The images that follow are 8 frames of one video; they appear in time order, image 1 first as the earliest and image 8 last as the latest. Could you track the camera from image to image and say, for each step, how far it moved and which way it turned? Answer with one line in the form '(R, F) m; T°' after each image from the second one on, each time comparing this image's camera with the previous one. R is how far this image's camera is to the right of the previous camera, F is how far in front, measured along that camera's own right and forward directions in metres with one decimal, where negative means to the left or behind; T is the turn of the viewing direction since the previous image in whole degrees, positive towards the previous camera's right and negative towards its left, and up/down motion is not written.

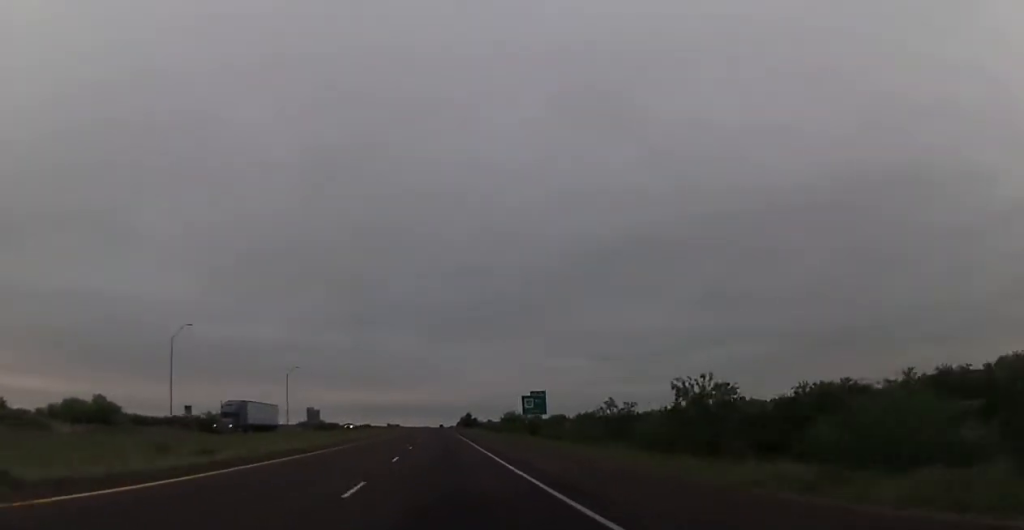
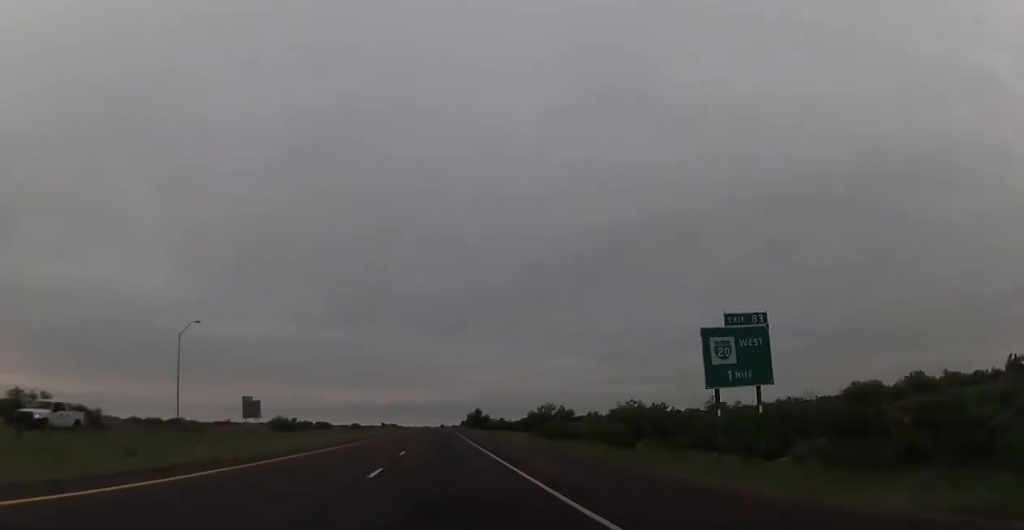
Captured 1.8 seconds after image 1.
(-0.6, +68.2) m; -1°
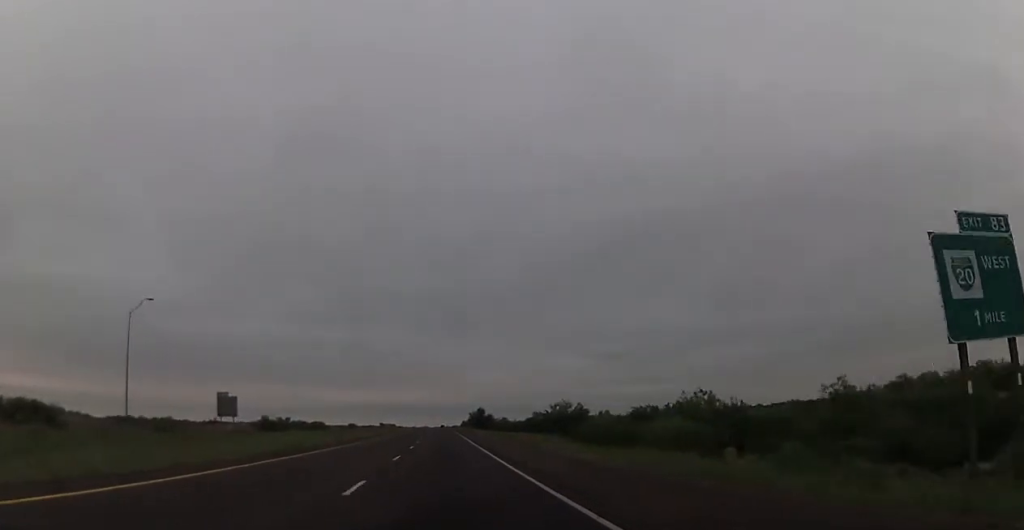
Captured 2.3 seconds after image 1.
(0.0, +16.1) m; 0°
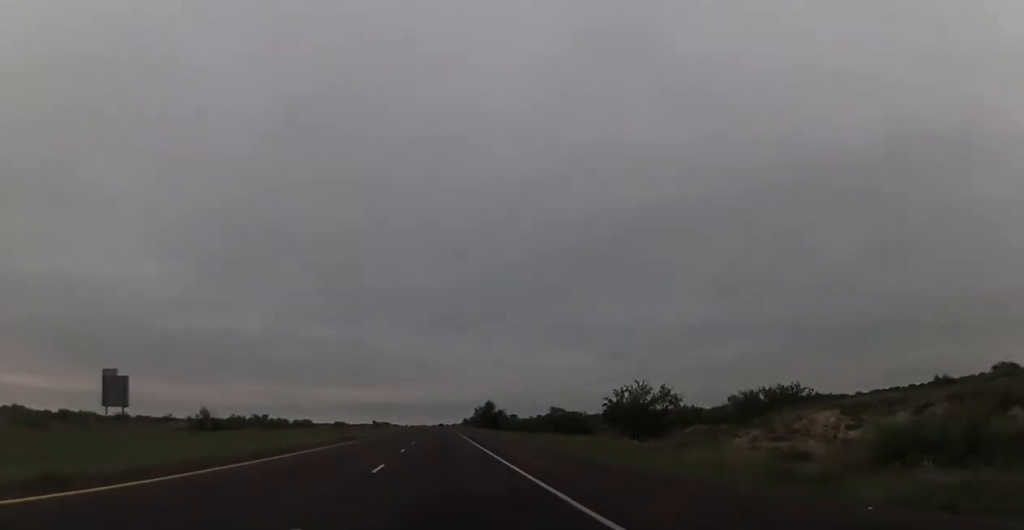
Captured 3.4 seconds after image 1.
(+0.4, +43.4) m; +1°
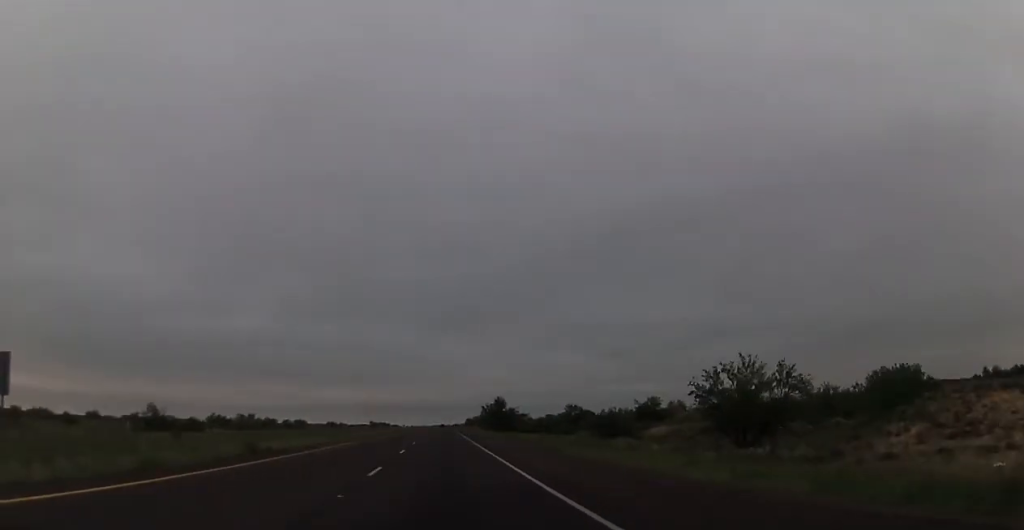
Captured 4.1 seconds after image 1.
(+0.4, +24.8) m; 0°
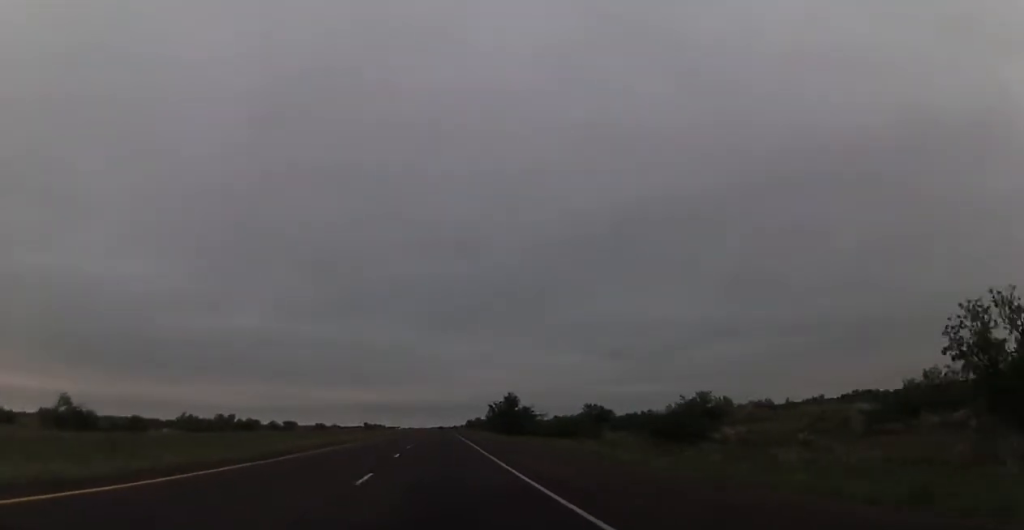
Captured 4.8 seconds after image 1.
(-0.5, +26.1) m; 0°
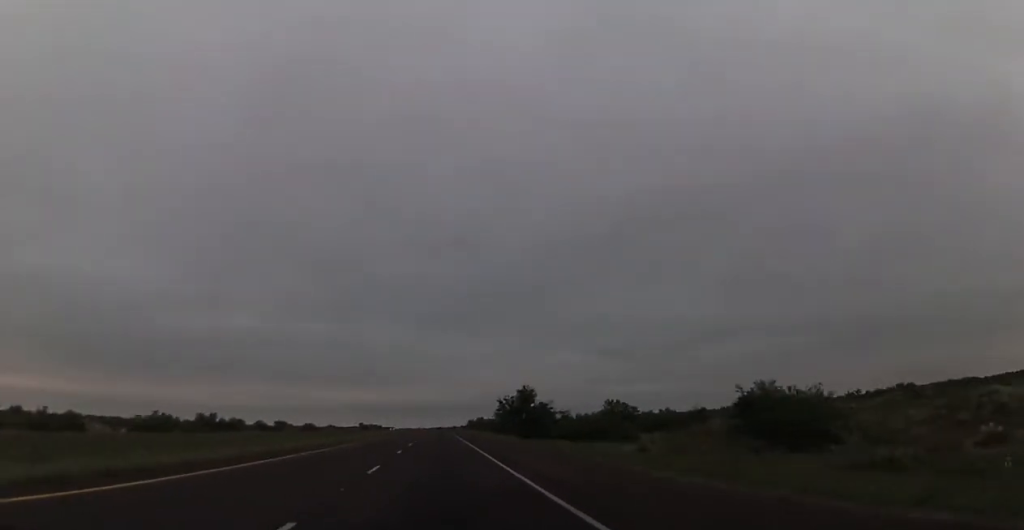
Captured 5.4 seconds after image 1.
(0.0, +21.1) m; 0°
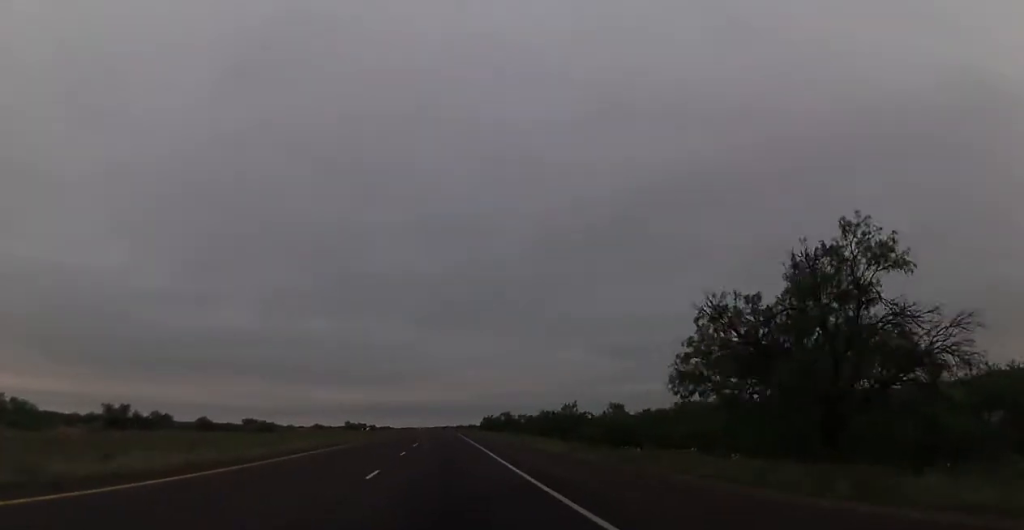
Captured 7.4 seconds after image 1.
(+0.1, +74.4) m; 0°
